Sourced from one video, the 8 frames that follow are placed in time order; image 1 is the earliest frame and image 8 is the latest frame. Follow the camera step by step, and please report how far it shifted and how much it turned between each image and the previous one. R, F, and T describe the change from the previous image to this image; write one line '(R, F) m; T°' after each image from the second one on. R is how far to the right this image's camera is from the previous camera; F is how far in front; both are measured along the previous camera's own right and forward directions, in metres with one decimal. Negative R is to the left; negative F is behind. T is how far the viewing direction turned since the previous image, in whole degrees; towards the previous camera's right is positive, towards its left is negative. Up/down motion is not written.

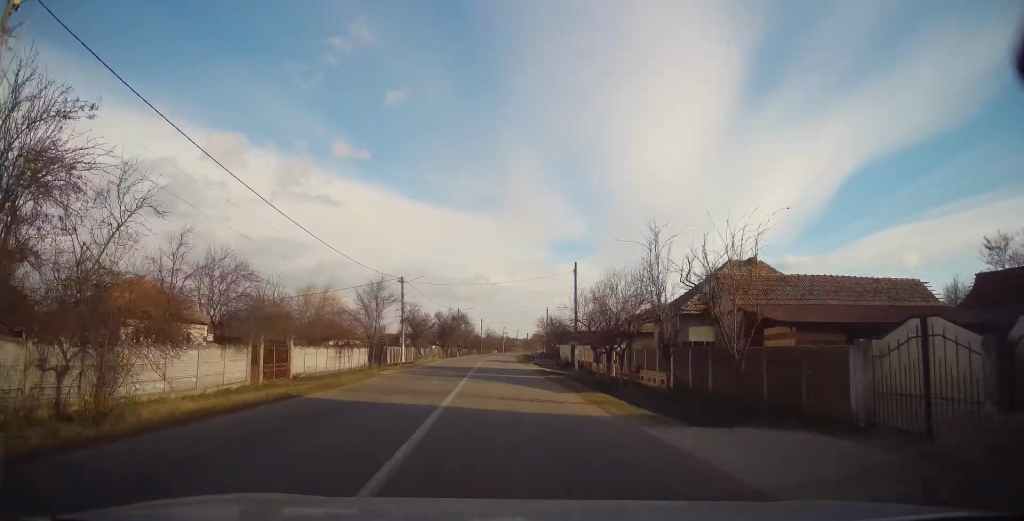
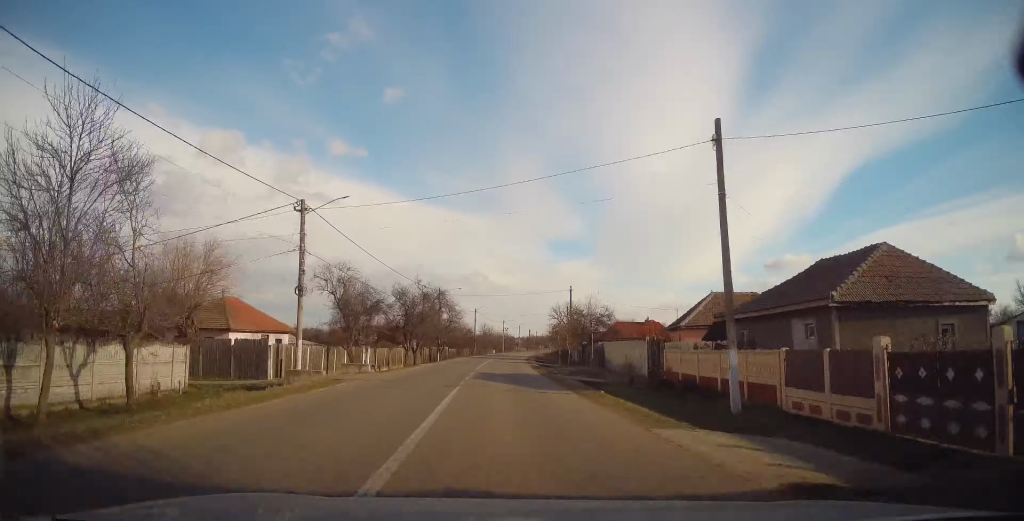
(-0.7, +27.9) m; -1°
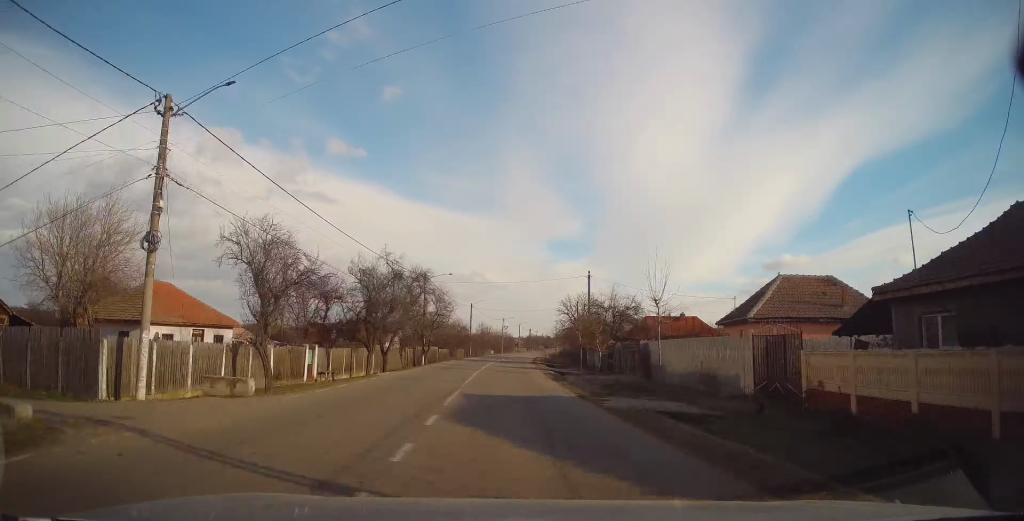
(+0.1, +11.5) m; +1°
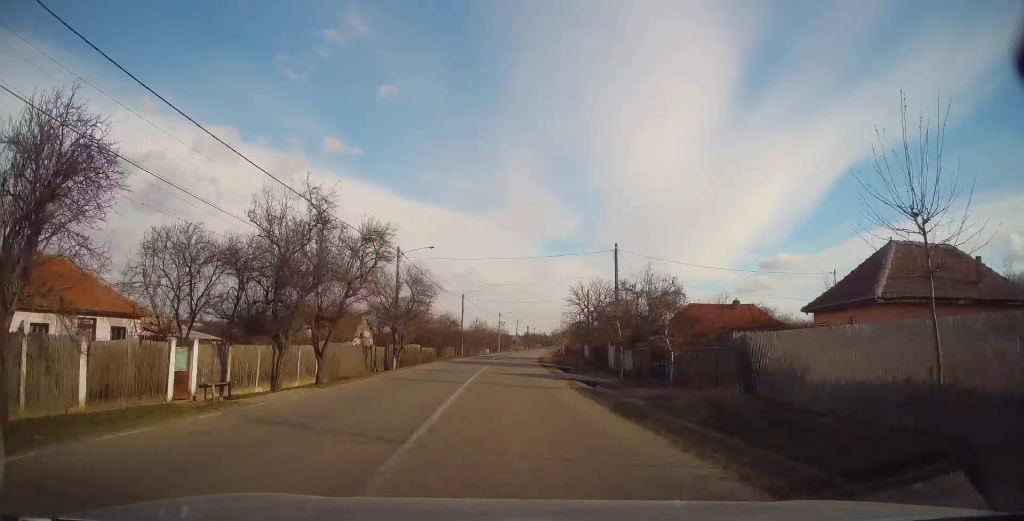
(+0.1, +11.5) m; +2°
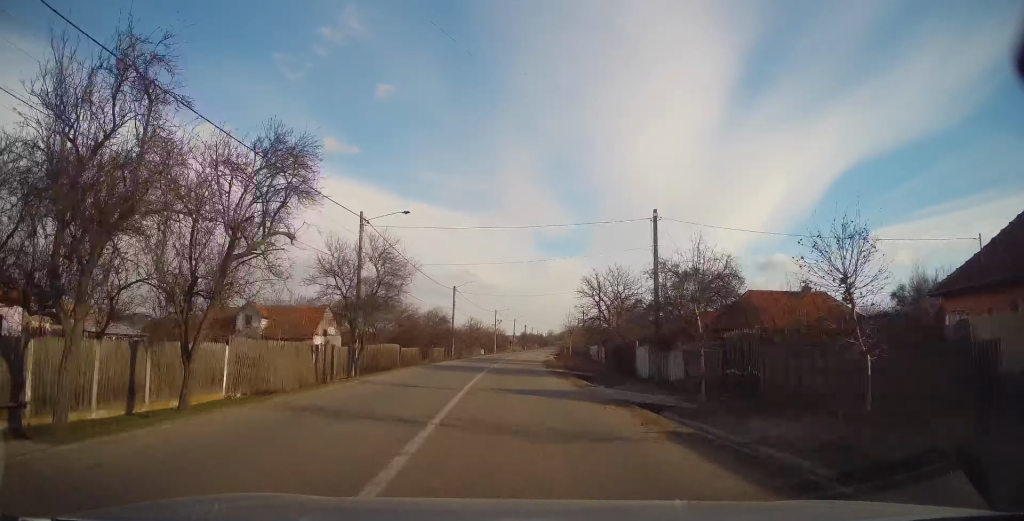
(+0.2, +9.3) m; +1°
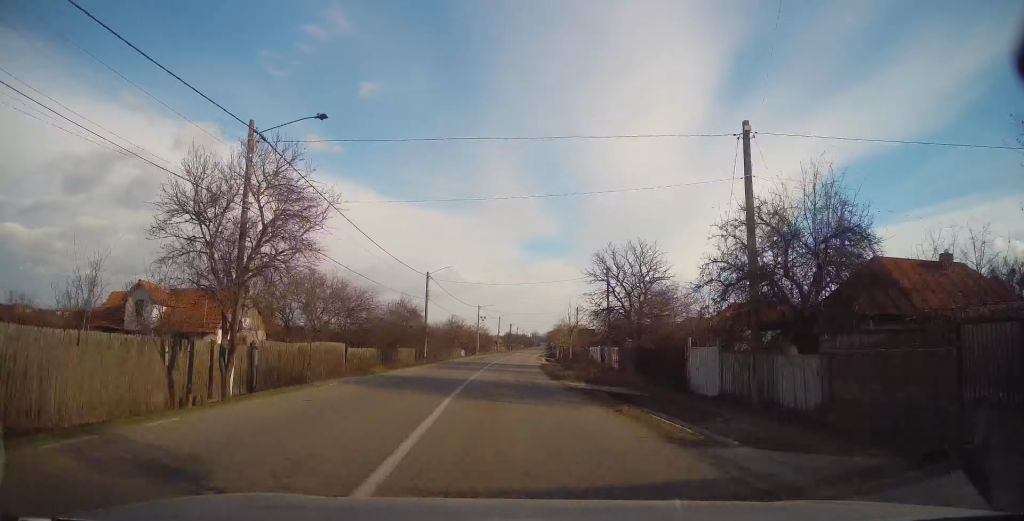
(+0.1, +11.1) m; +1°
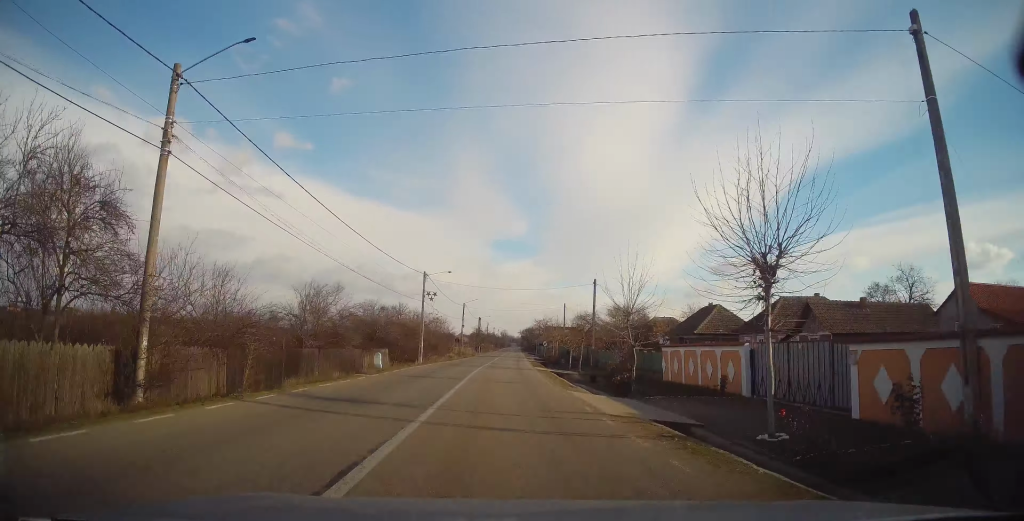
(+0.3, +35.2) m; +2°
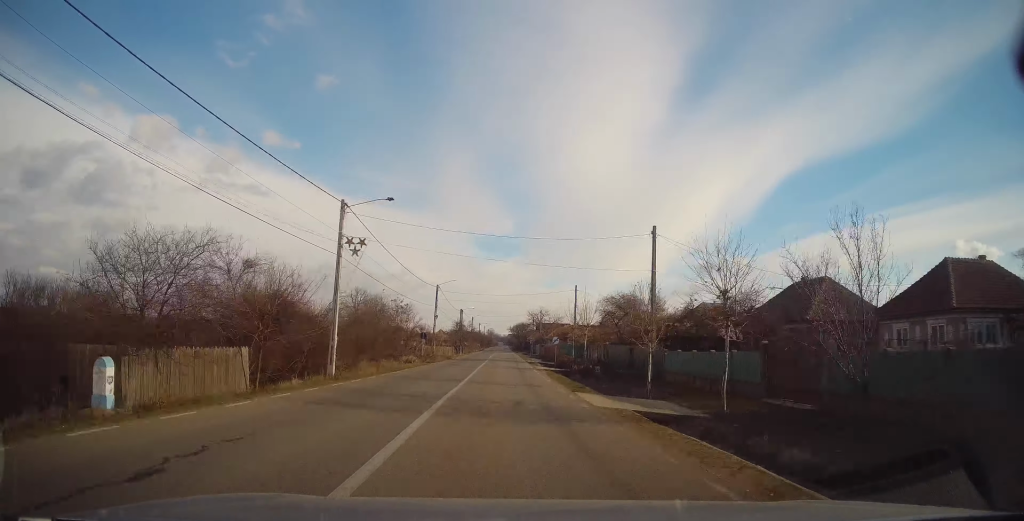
(+0.4, +22.8) m; +2°
